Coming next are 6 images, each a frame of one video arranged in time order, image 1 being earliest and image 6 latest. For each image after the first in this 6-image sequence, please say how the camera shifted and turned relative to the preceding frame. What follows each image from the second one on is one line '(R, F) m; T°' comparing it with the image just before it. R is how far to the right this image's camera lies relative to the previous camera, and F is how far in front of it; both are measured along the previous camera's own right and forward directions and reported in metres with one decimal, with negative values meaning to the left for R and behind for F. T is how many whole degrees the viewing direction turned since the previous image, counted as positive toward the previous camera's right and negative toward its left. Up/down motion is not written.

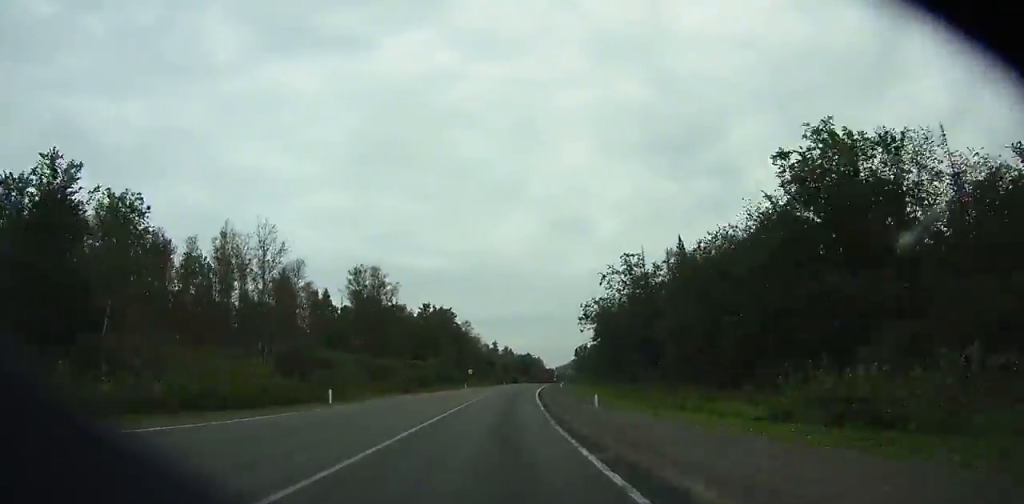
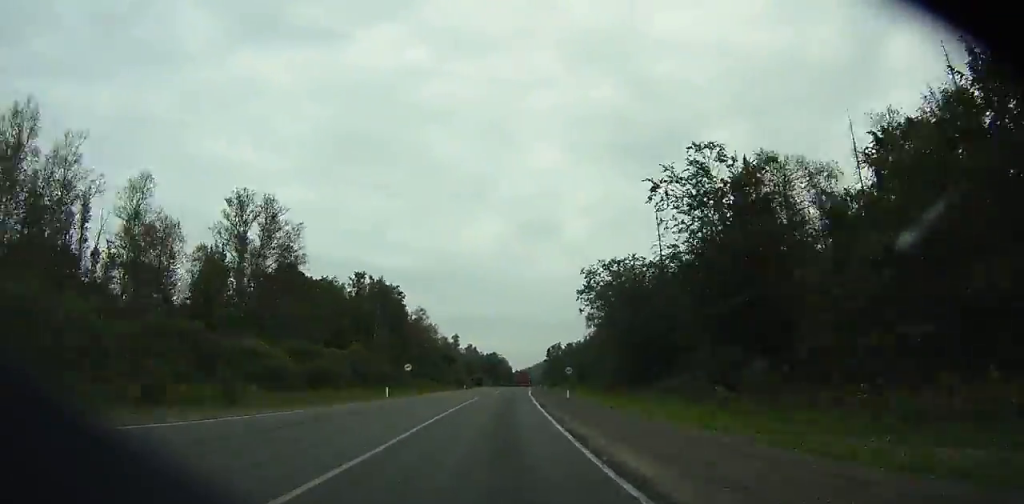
(+0.5, +35.8) m; +3°
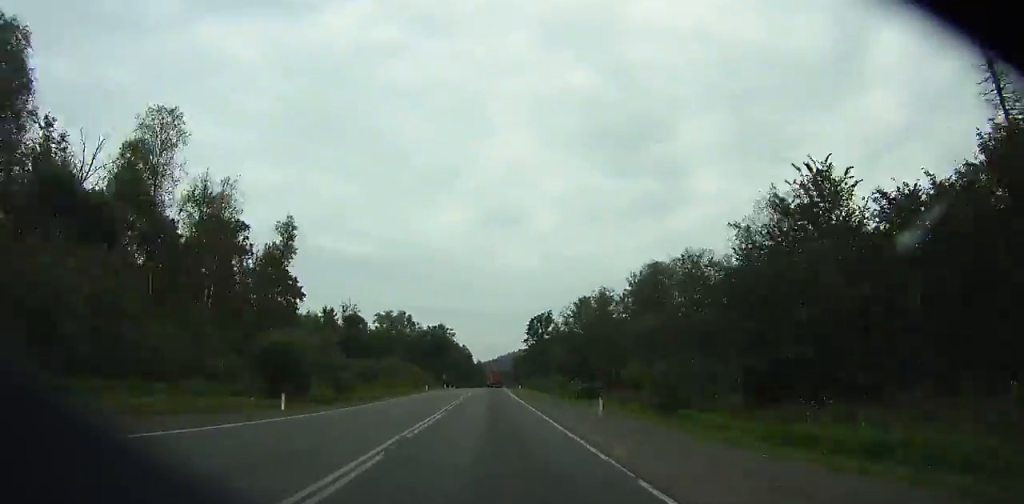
(+6.2, +116.1) m; +5°
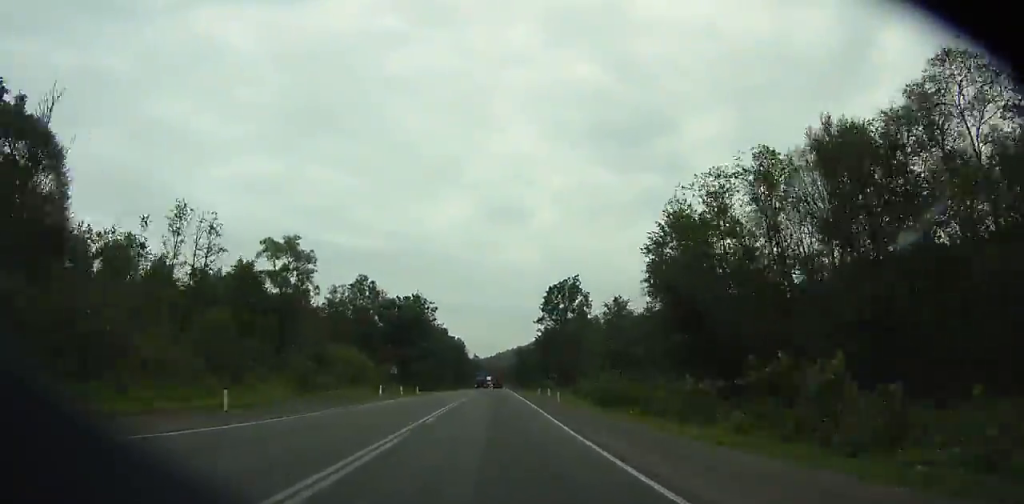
(+0.8, +58.2) m; +1°
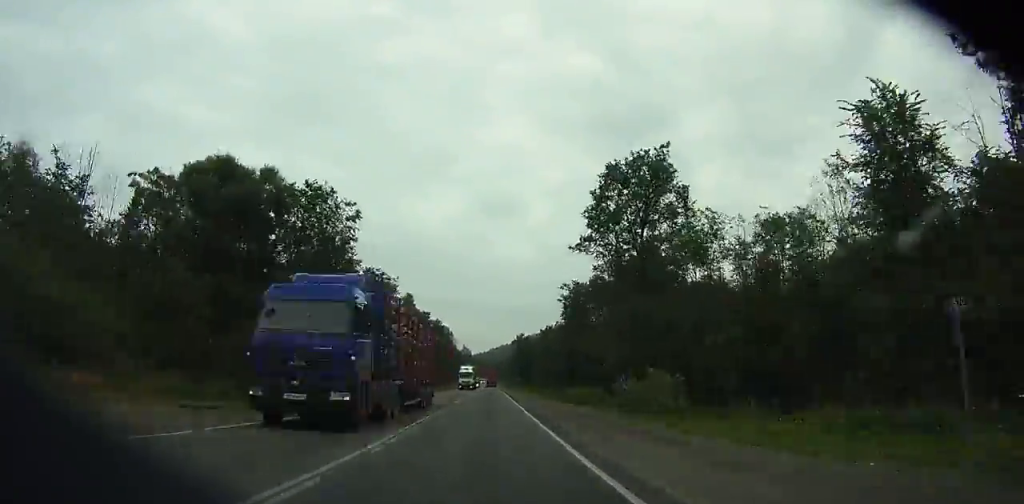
(+0.1, +67.8) m; 0°
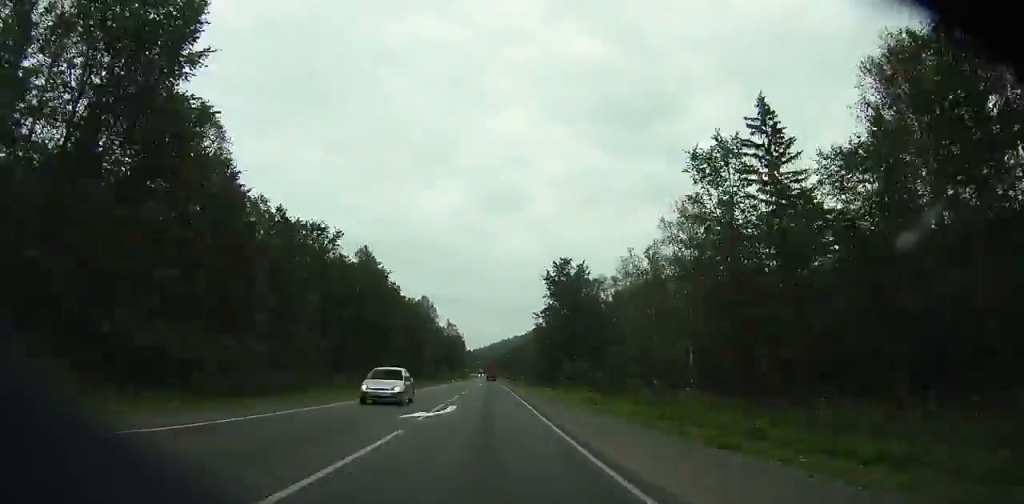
(-0.3, +128.8) m; 0°
